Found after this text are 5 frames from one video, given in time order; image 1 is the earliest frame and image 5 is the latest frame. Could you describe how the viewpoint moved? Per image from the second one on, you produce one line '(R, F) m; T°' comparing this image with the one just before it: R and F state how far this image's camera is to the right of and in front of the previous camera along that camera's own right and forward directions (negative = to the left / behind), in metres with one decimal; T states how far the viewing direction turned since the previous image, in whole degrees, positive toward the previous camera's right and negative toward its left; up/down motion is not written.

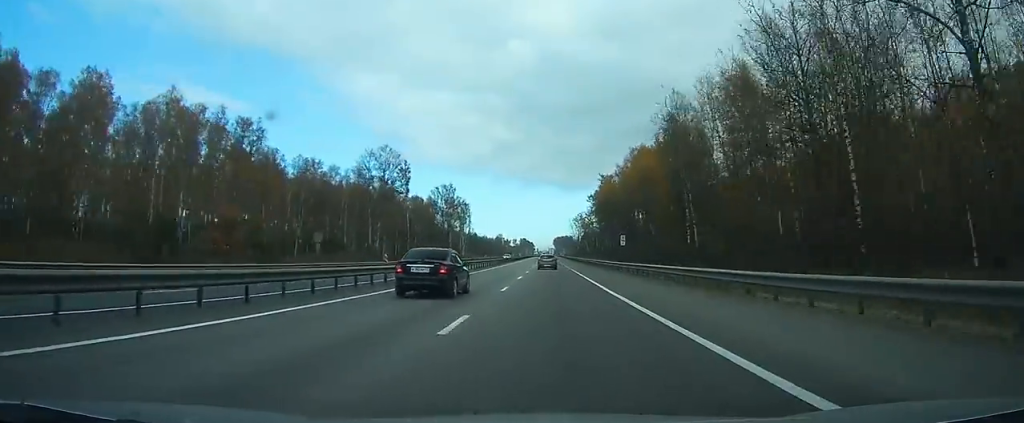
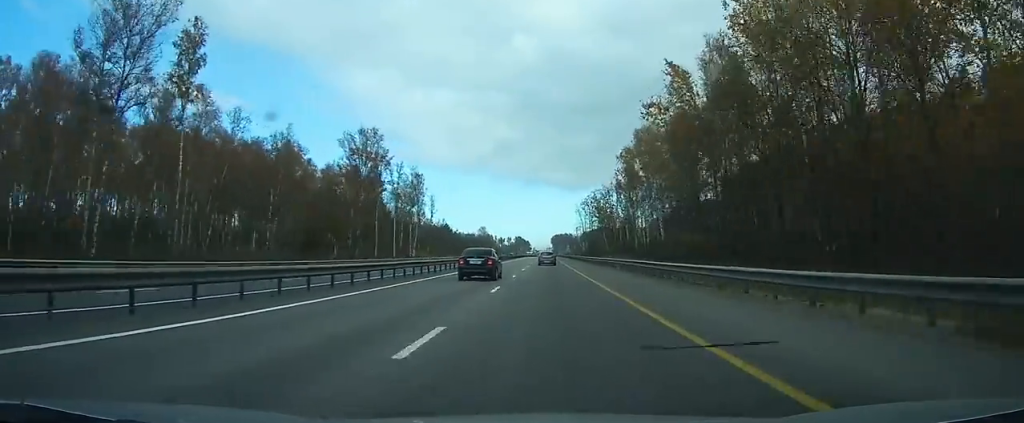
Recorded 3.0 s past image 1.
(+0.1, +69.8) m; 0°
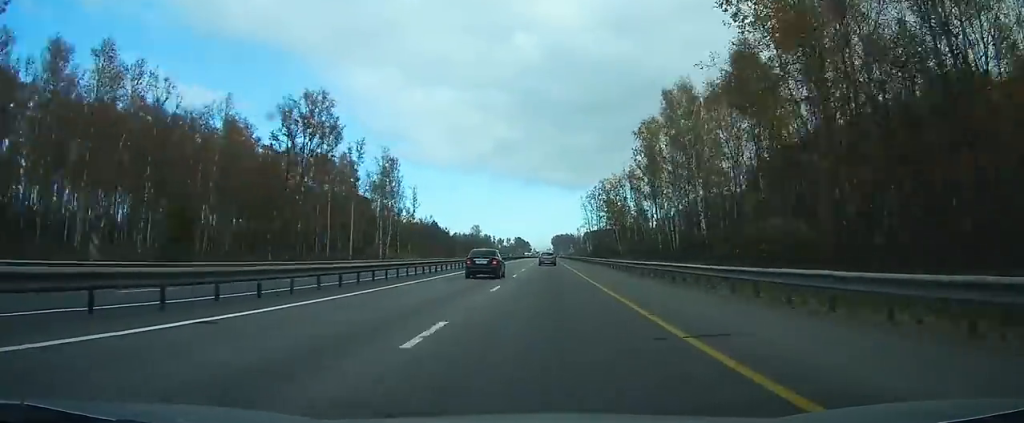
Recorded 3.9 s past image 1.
(0.0, +22.8) m; 0°
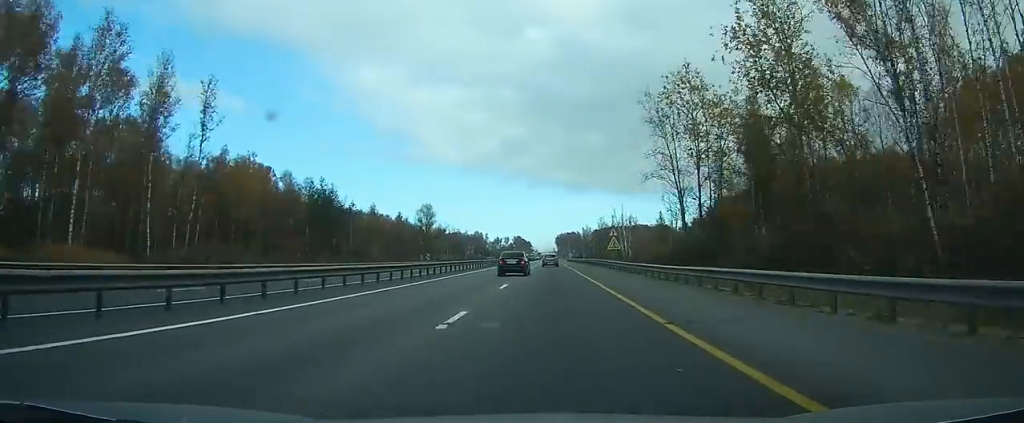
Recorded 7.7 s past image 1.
(0.0, +95.5) m; 0°
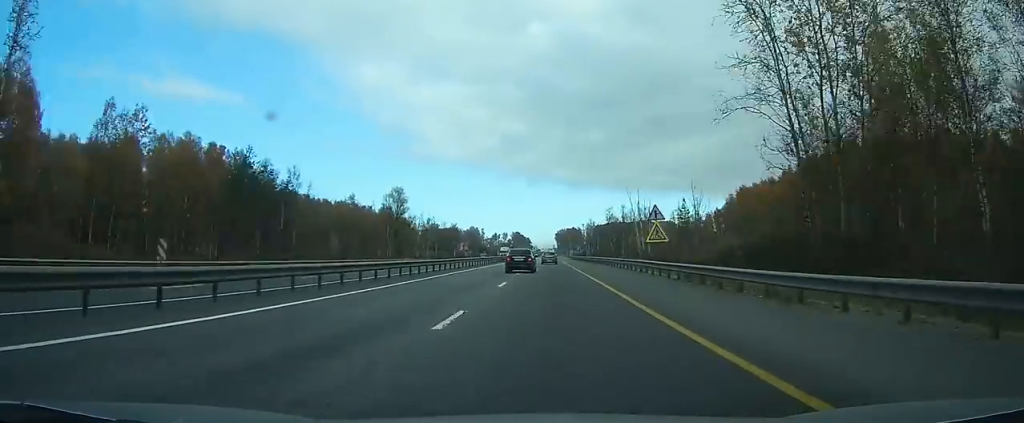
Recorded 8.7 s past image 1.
(0.0, +24.5) m; 0°
